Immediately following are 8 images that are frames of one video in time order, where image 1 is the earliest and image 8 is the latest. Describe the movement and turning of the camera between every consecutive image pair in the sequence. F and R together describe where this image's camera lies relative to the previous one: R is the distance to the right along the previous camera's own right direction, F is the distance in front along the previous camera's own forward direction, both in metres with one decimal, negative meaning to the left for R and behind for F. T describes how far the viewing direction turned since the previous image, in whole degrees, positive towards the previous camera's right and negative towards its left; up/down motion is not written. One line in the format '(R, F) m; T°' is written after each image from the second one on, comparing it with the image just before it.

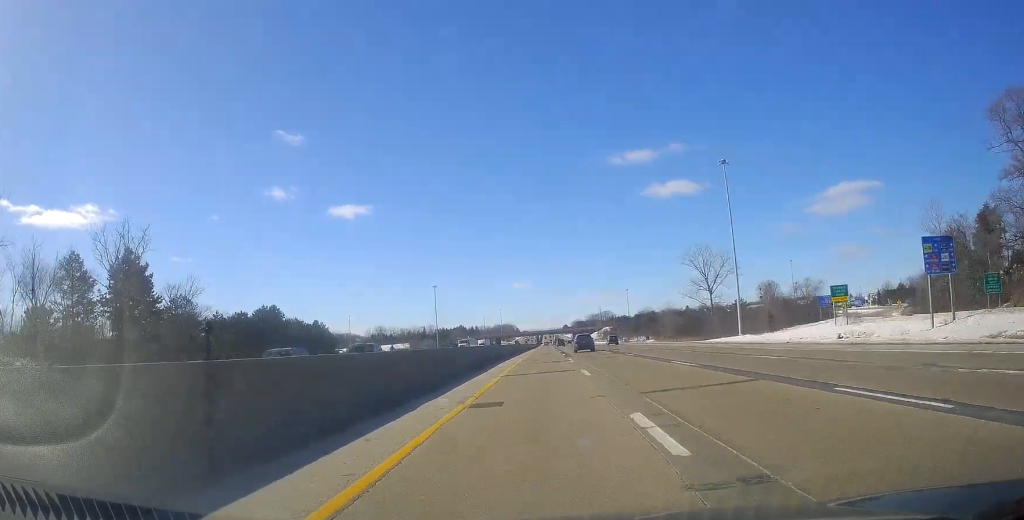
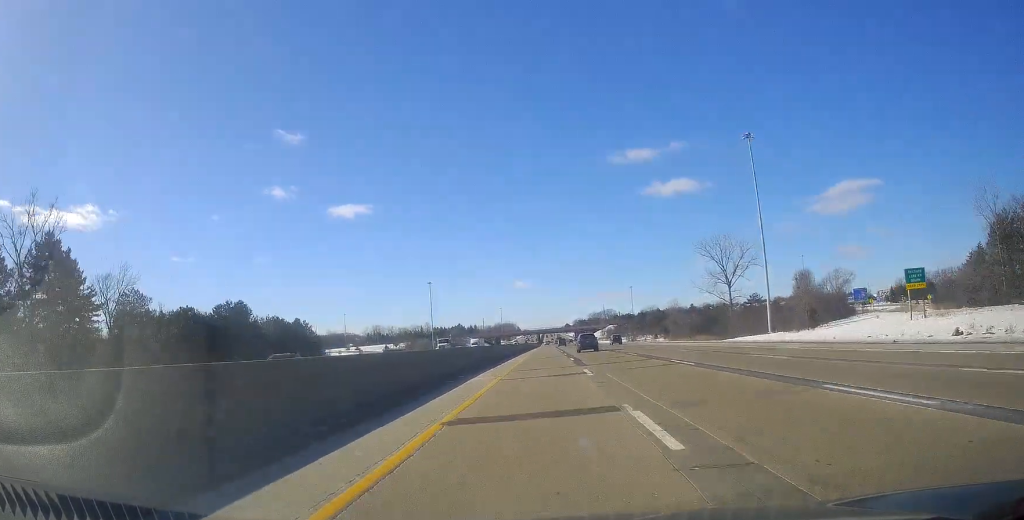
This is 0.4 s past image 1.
(+0.4, +15.5) m; 0°
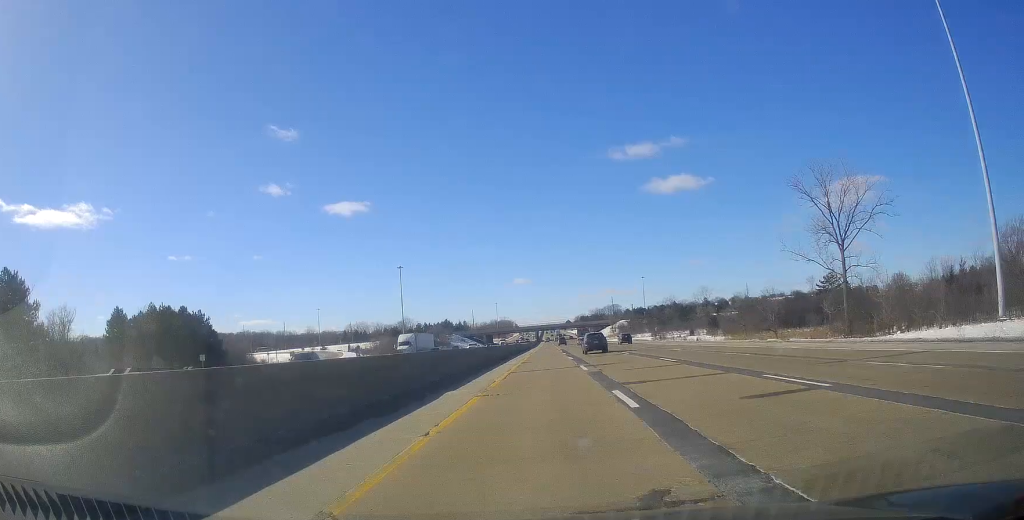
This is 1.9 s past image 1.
(-0.3, +57.3) m; -1°
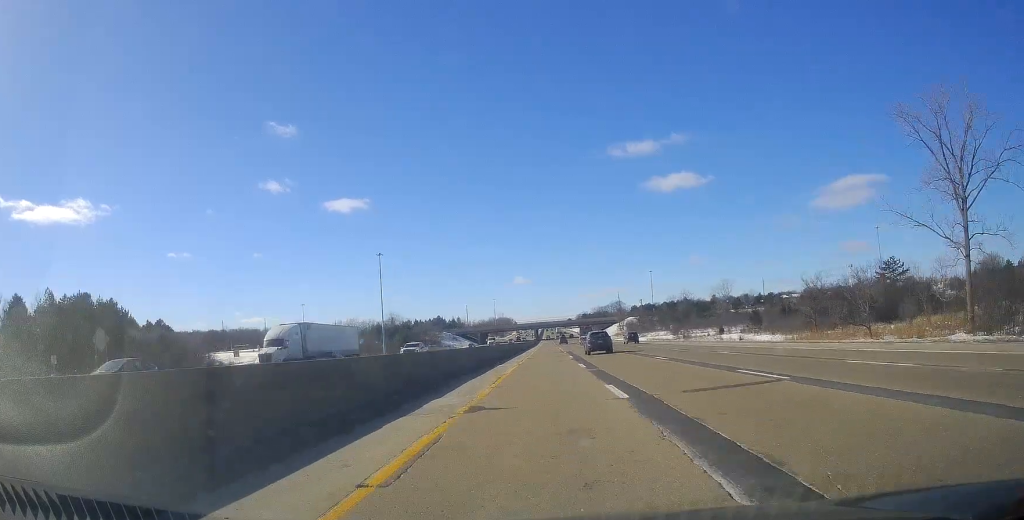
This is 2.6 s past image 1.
(+0.2, +29.1) m; 0°
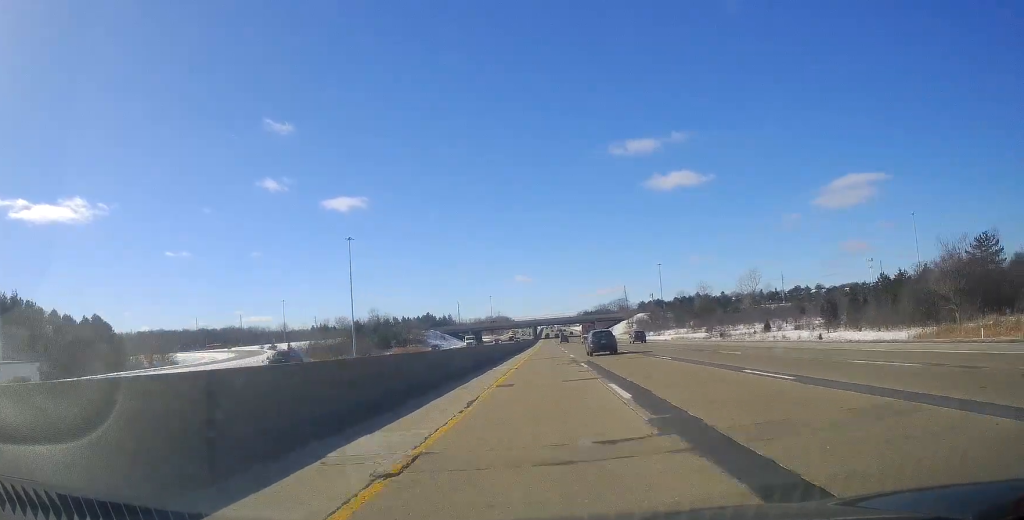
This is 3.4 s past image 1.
(+0.1, +30.7) m; 0°
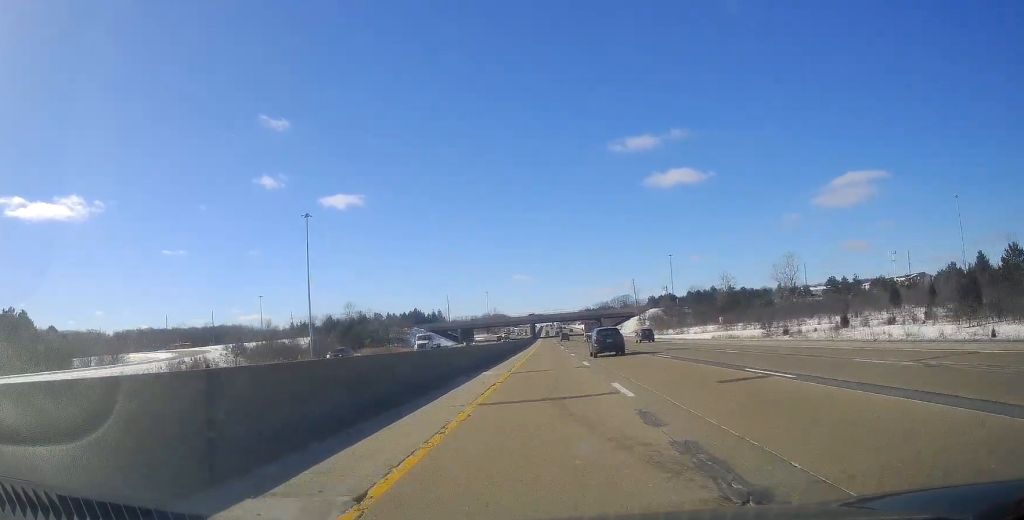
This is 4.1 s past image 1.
(-0.3, +30.9) m; +1°
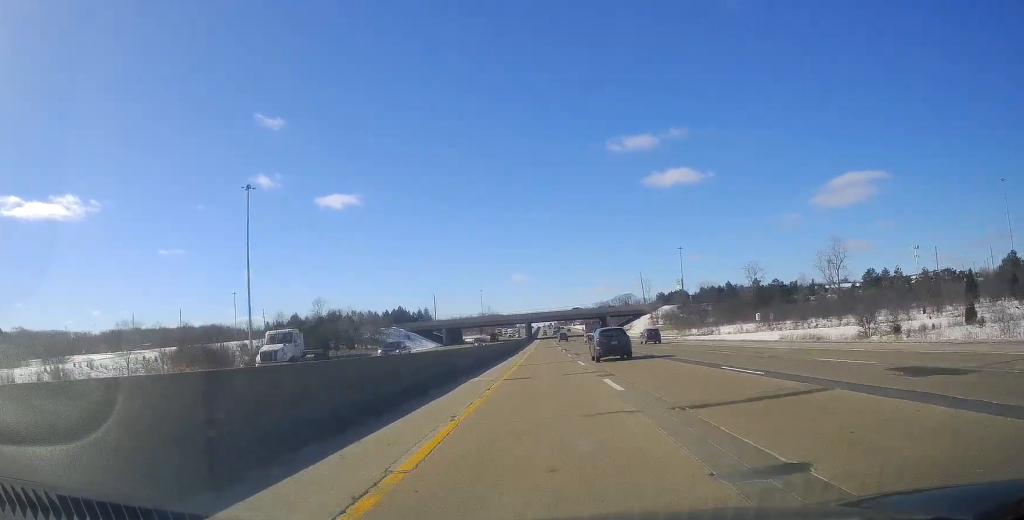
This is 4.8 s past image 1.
(+0.7, +28.5) m; +1°
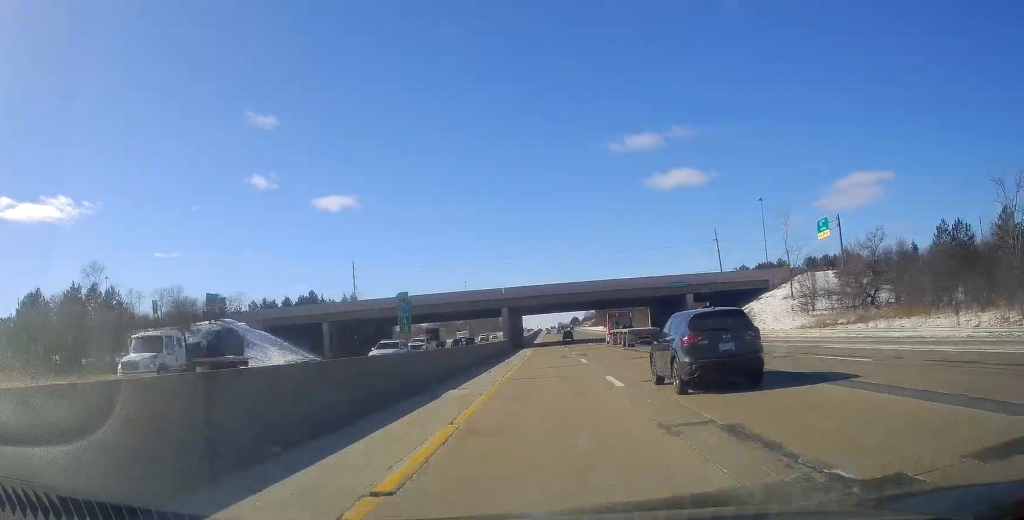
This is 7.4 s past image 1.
(-0.7, +107.0) m; 0°
